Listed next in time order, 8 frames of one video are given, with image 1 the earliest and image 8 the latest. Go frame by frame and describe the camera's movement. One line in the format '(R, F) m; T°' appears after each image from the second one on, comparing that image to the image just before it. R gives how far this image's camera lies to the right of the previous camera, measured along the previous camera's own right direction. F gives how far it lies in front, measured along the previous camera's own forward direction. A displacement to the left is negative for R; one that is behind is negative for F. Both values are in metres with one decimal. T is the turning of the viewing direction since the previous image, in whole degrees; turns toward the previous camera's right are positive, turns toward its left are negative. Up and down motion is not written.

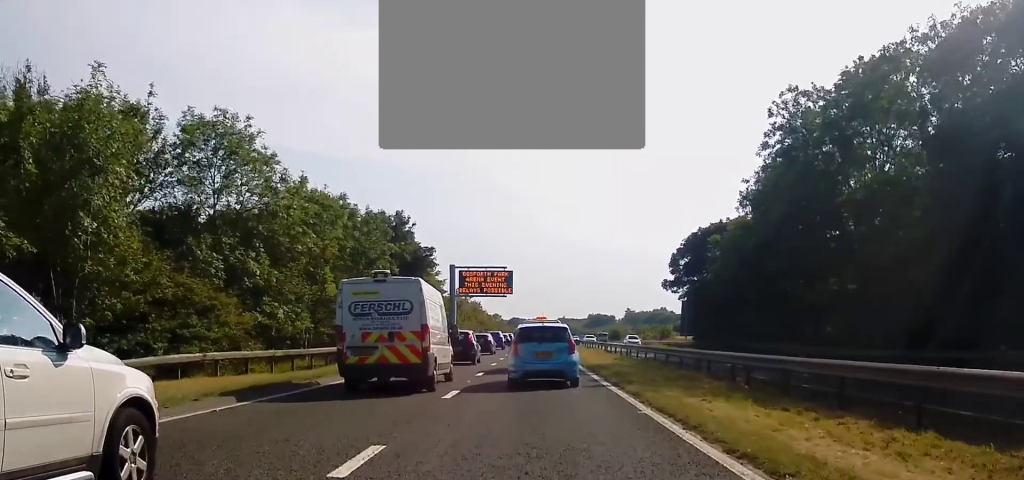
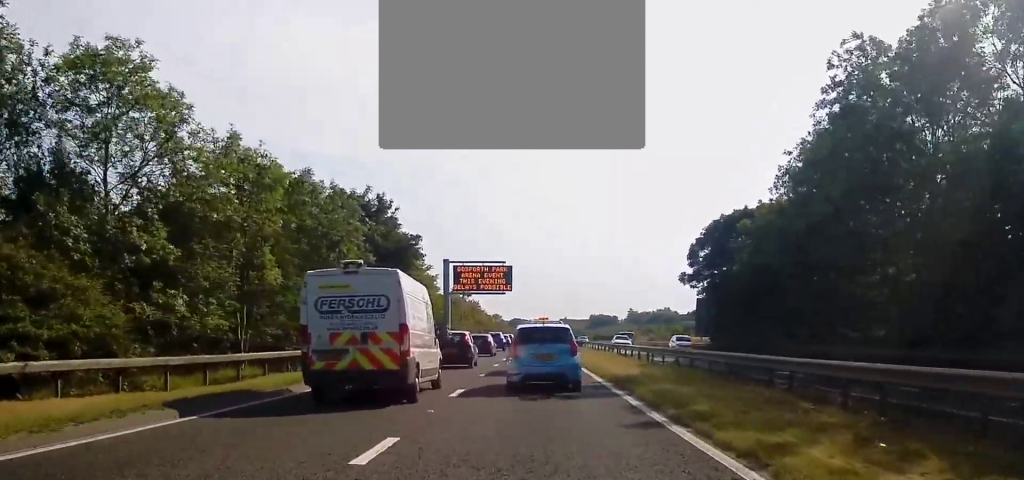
(-0.1, +8.1) m; 0°
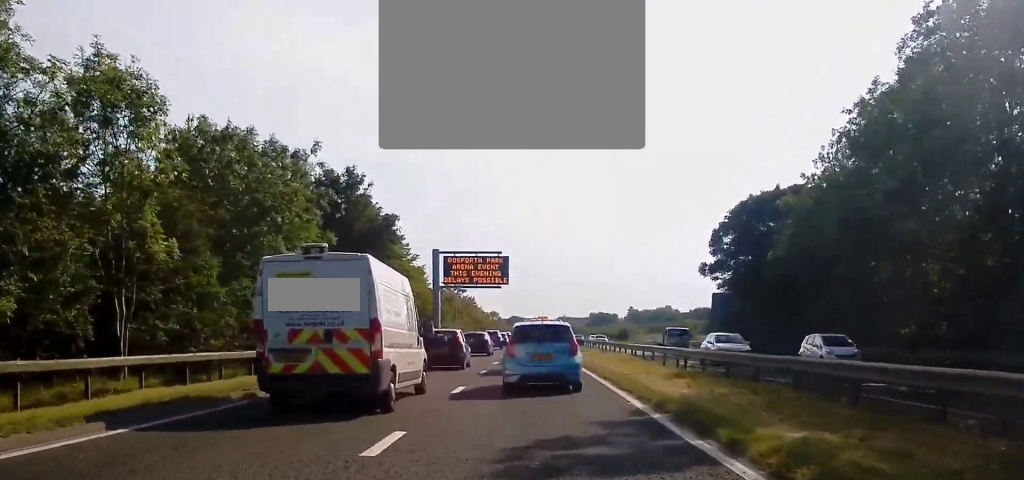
(+0.1, +8.5) m; -1°
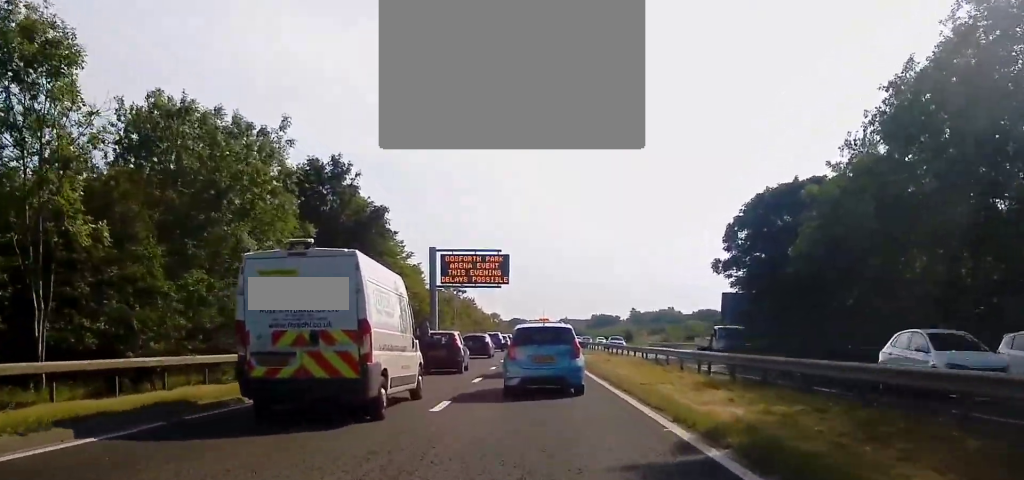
(-0.1, +3.8) m; -1°
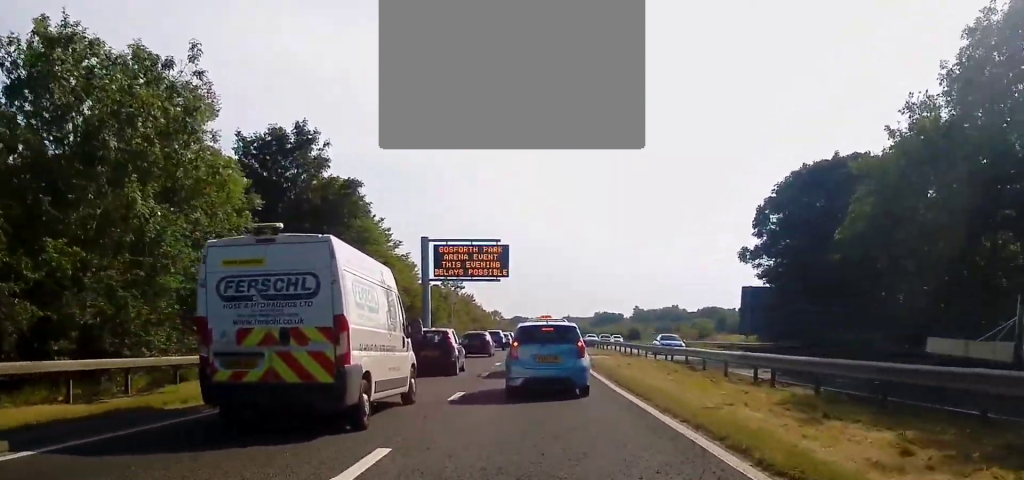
(-0.2, +6.8) m; 0°
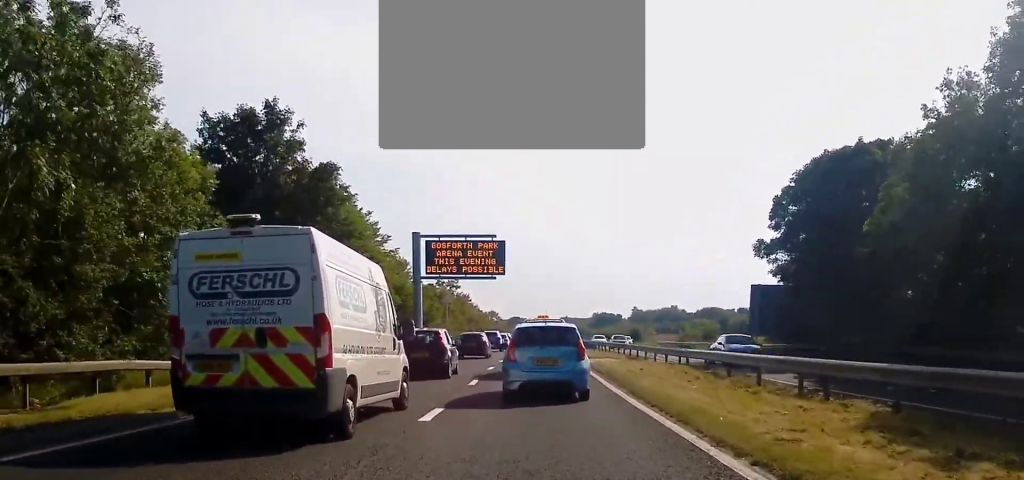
(+0.2, +3.8) m; +1°
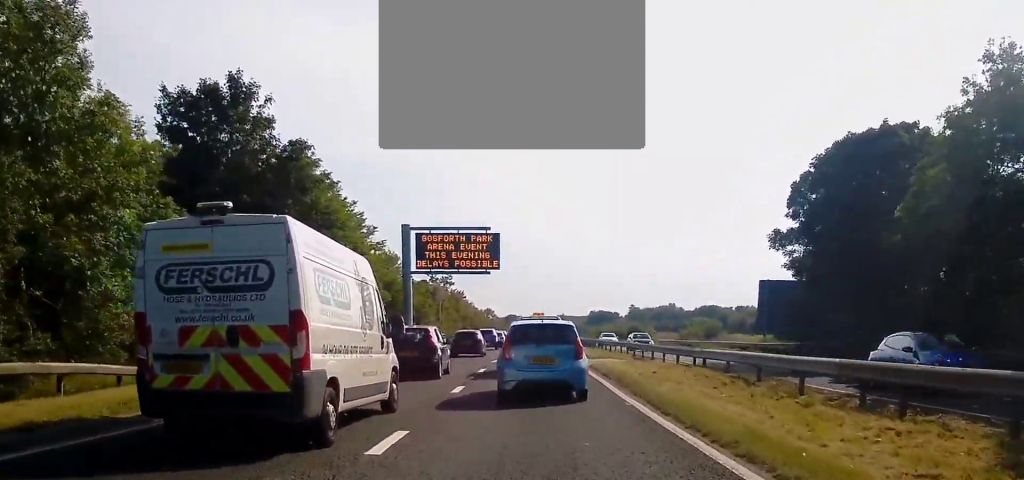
(0.0, +3.5) m; -1°
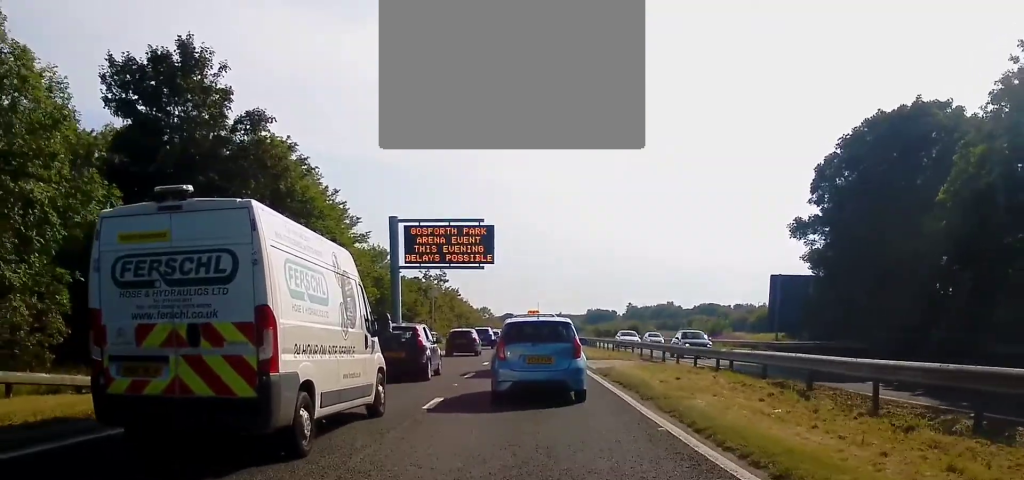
(0.0, +4.0) m; -1°
